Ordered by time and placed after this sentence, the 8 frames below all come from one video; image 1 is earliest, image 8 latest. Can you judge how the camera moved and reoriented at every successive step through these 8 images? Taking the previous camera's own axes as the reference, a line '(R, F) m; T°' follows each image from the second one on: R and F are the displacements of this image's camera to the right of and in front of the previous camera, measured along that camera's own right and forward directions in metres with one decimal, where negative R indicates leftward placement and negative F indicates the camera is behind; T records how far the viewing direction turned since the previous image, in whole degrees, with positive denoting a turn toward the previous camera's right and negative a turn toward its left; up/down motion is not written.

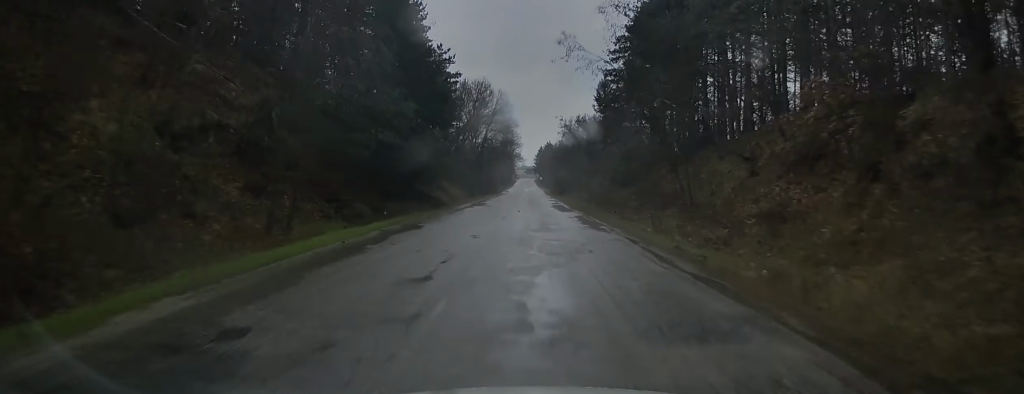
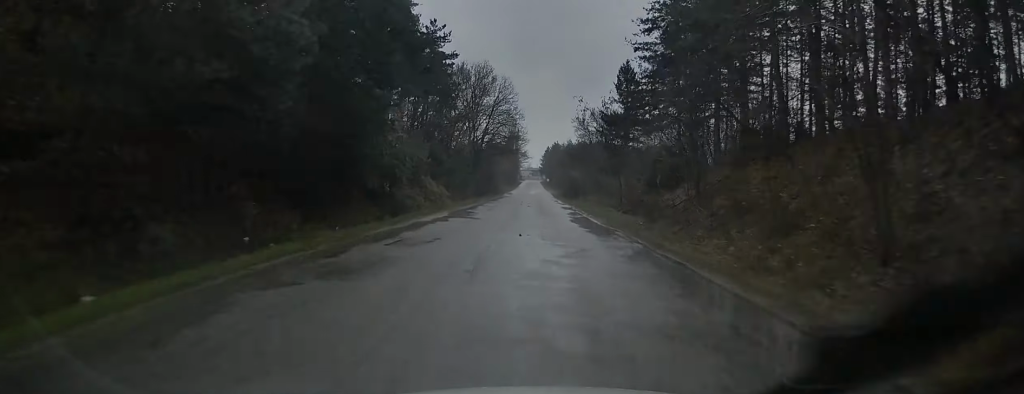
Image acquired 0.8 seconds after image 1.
(-0.1, +12.8) m; 0°
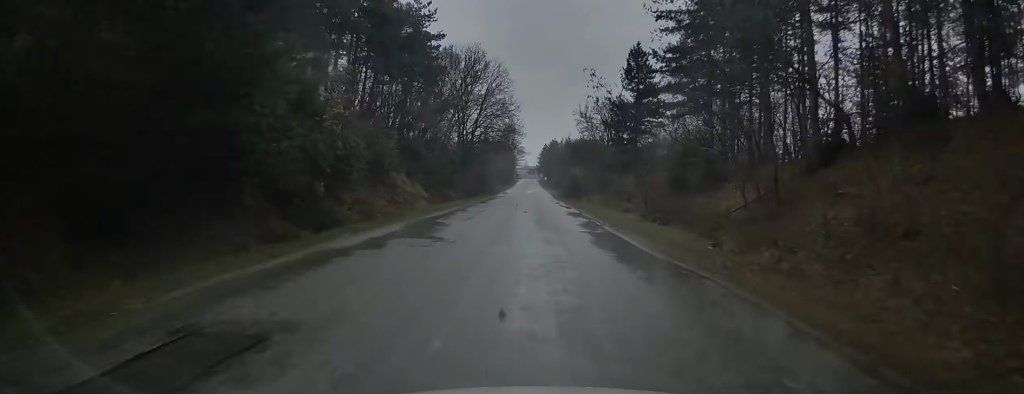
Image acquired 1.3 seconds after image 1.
(-0.1, +8.9) m; 0°
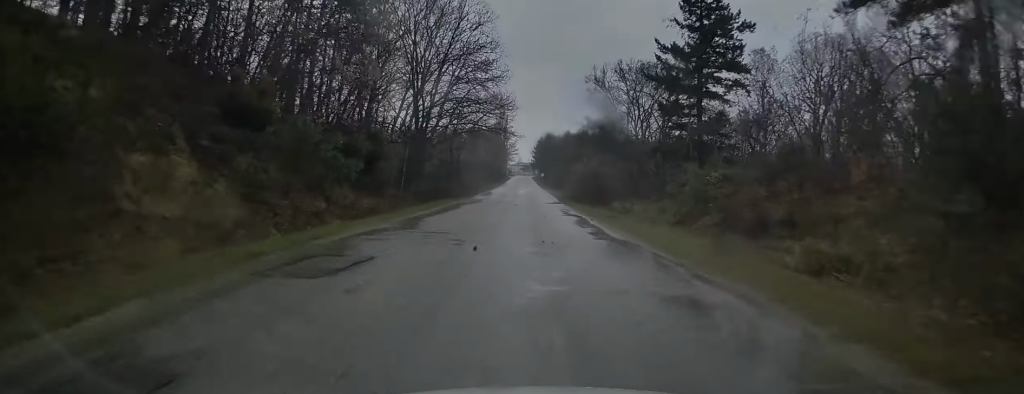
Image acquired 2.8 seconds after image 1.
(+0.5, +24.9) m; +2°
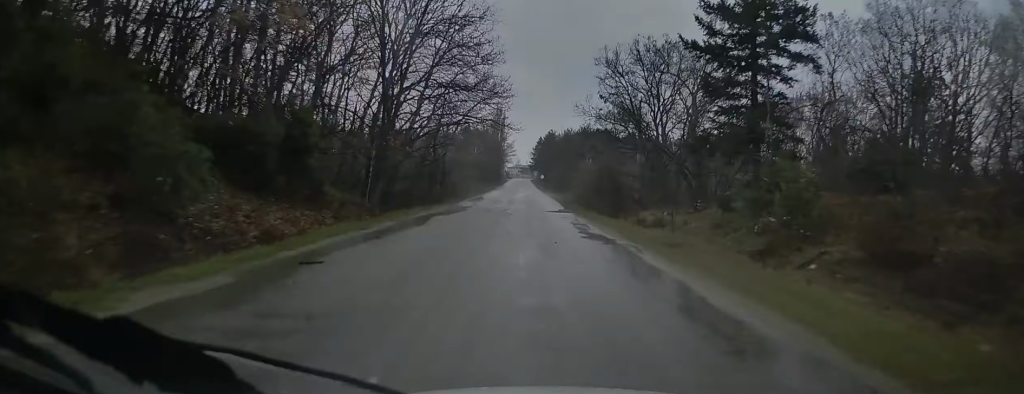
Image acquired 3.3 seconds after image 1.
(-0.1, +10.1) m; +1°
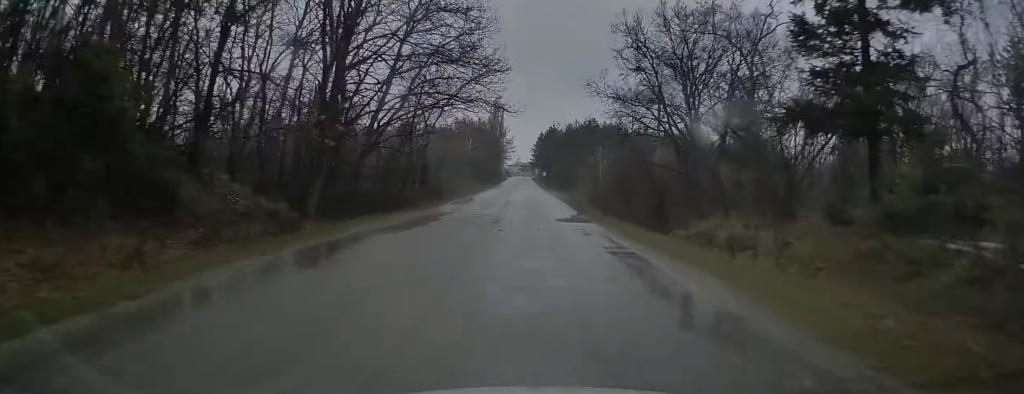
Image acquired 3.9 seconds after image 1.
(+0.3, +11.0) m; 0°
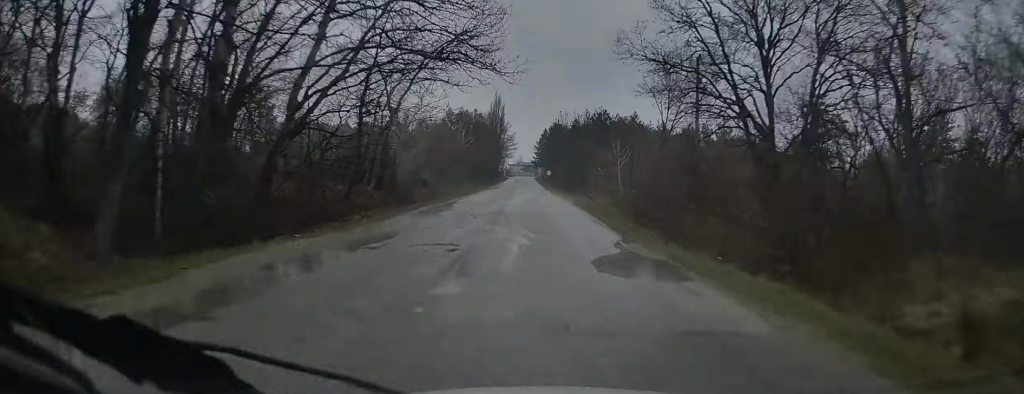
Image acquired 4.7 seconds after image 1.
(+0.1, +13.9) m; 0°
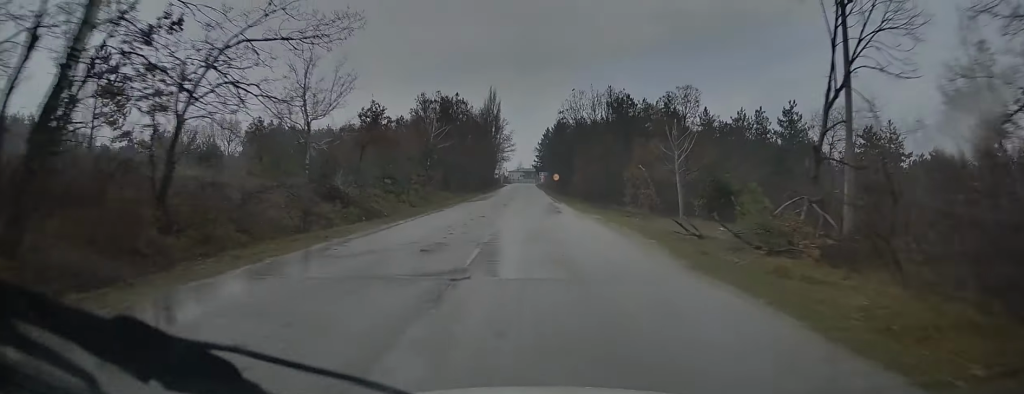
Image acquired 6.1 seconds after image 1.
(-0.5, +25.2) m; -3°
